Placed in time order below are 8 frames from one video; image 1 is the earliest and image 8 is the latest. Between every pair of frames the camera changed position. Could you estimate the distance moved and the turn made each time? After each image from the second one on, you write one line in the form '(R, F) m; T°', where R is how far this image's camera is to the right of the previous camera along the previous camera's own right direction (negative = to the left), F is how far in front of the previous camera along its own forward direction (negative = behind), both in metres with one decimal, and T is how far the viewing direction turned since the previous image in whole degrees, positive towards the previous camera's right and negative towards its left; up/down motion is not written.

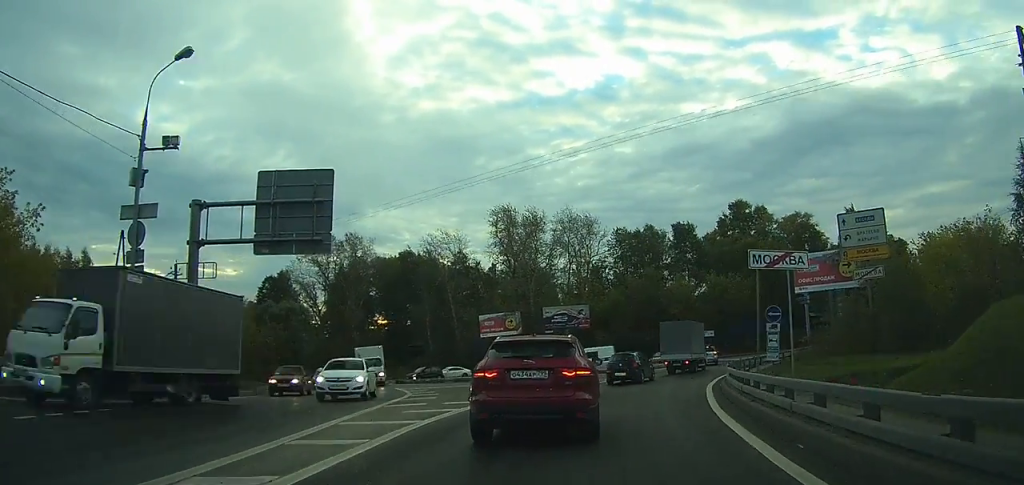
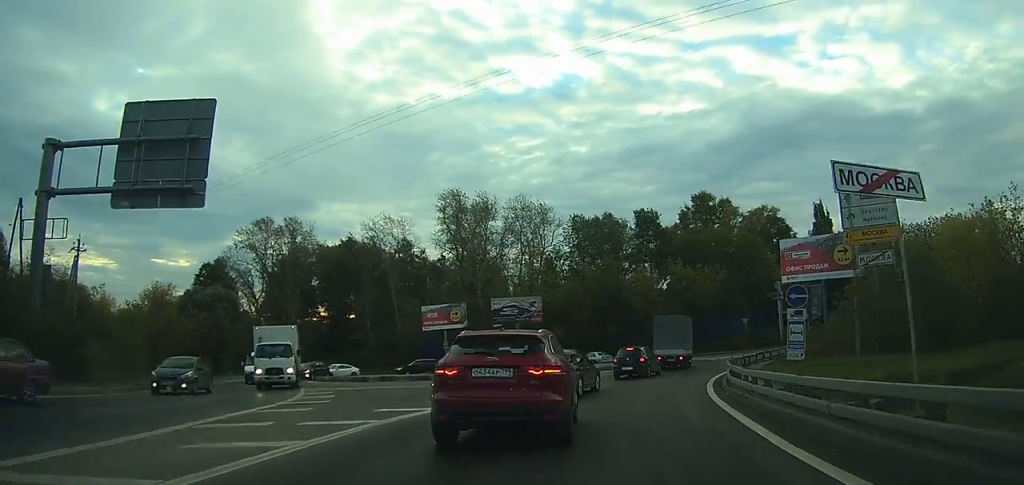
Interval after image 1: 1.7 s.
(+0.4, +6.6) m; +5°
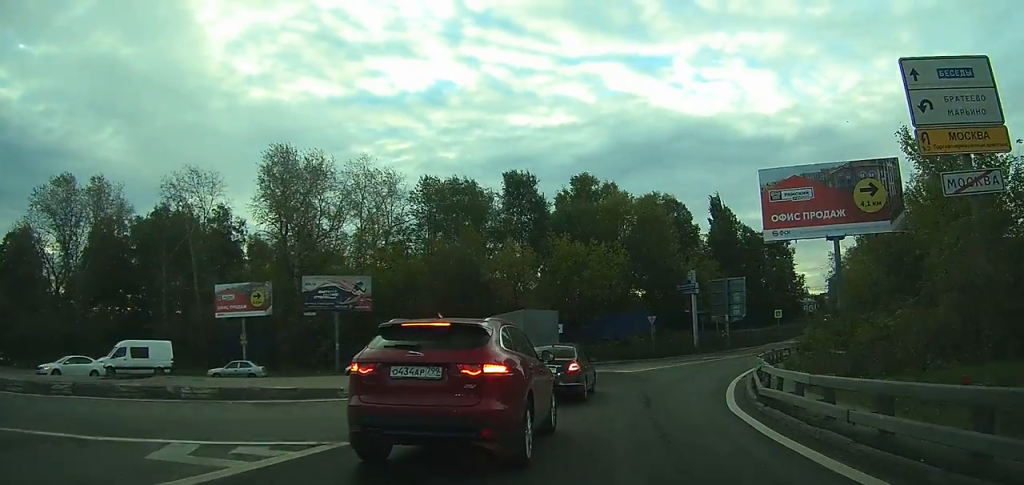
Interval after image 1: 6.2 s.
(+1.7, +19.1) m; +9°
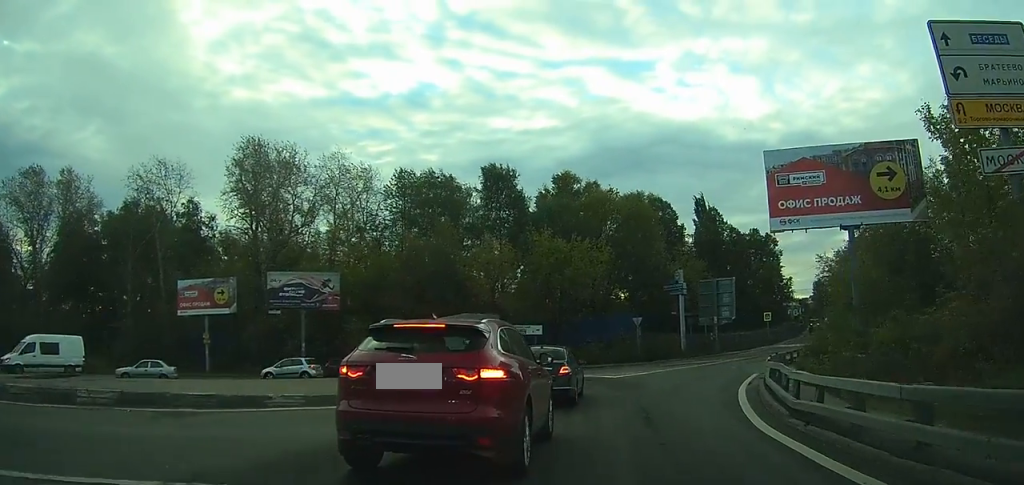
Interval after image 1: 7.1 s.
(+0.1, +3.1) m; +1°
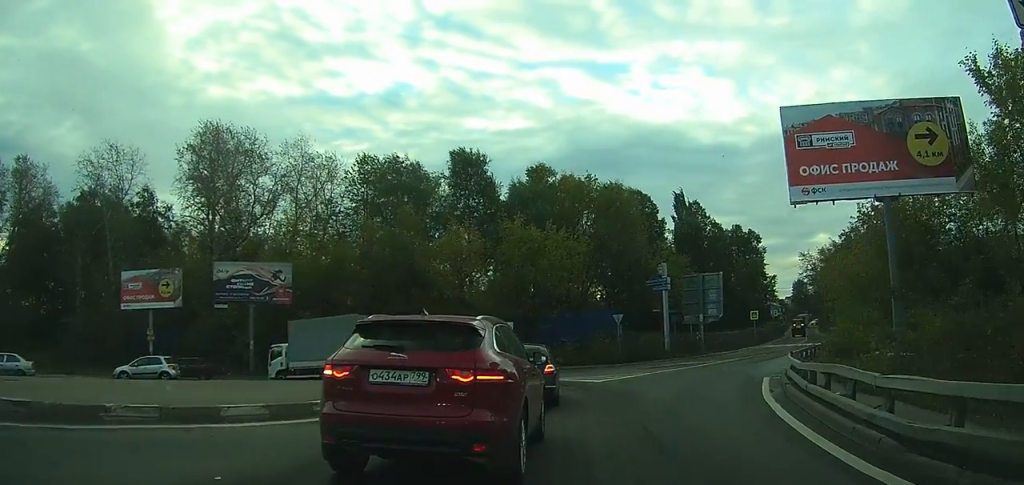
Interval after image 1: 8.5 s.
(+0.1, +4.8) m; +1°
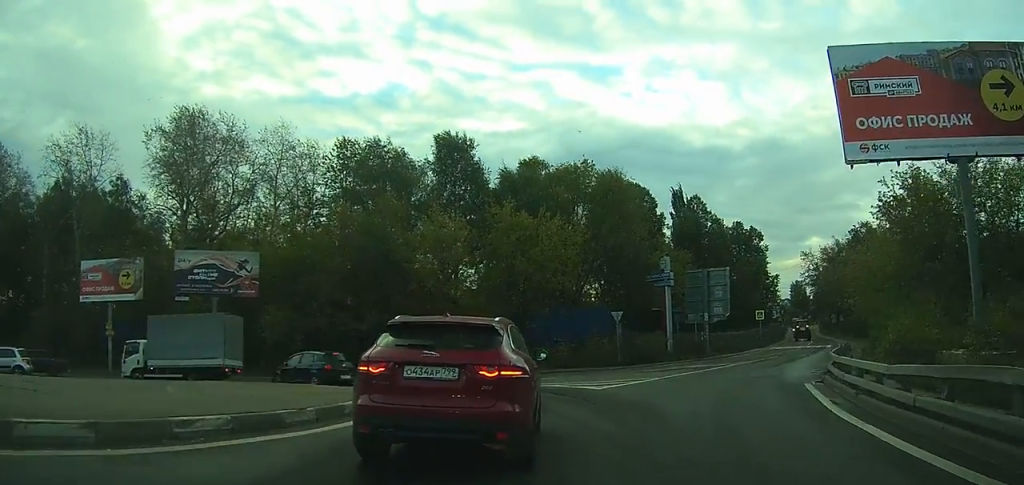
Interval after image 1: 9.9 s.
(+0.1, +4.6) m; -2°
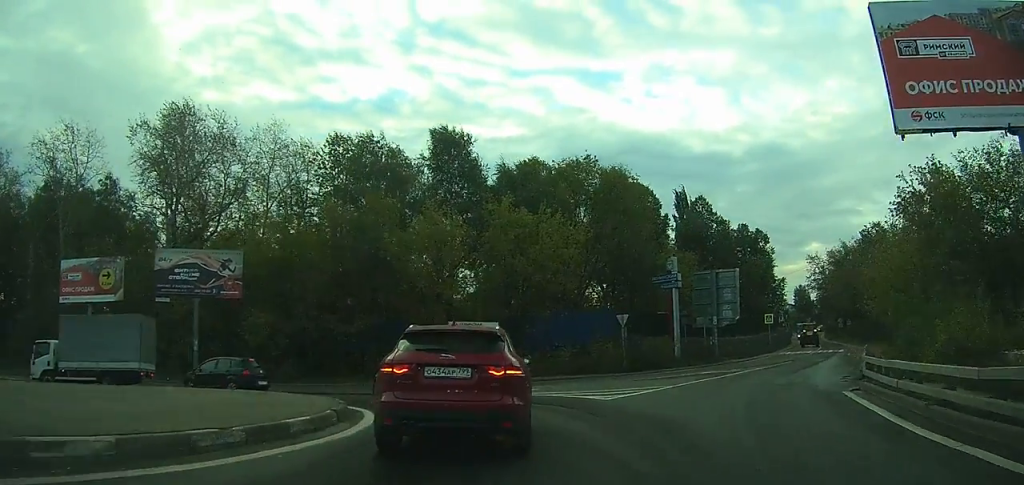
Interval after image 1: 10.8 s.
(-0.1, +2.9) m; -3°
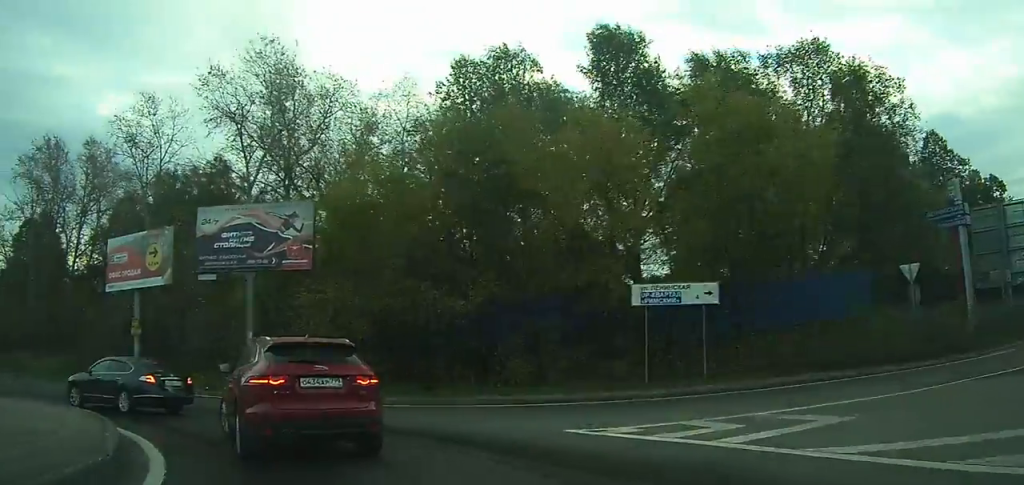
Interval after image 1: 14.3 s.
(-1.5, +13.0) m; -22°
